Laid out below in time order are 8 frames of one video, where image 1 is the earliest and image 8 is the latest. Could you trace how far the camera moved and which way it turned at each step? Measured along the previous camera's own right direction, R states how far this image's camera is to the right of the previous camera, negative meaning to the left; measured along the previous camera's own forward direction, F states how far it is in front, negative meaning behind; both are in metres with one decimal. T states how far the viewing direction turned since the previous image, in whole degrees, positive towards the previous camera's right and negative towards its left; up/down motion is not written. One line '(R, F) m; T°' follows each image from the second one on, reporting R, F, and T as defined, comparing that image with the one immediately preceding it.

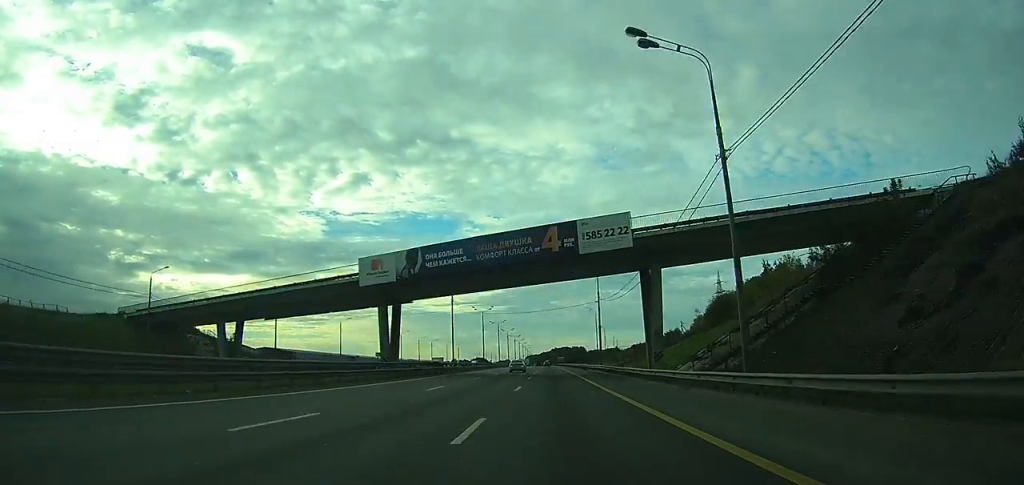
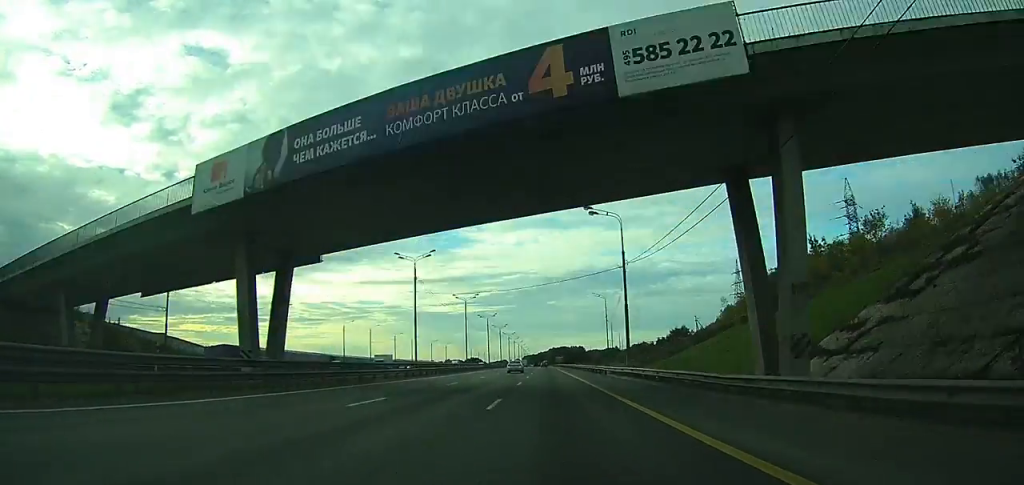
(+0.1, +28.9) m; 0°
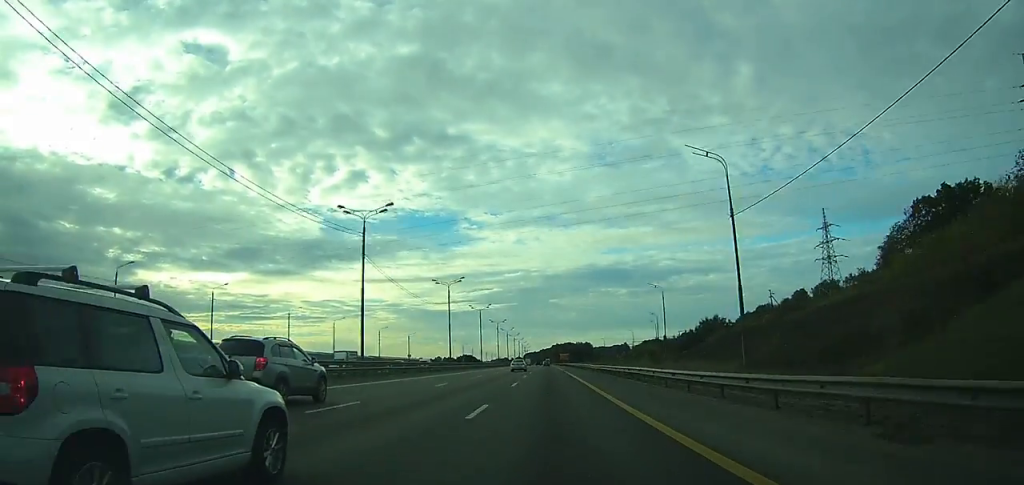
(0.0, +74.1) m; 0°
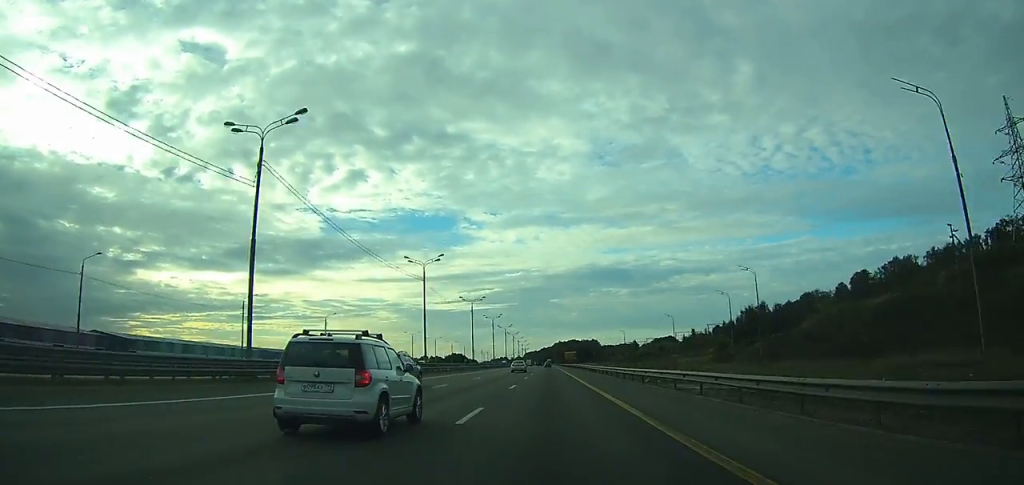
(0.0, +65.7) m; 0°
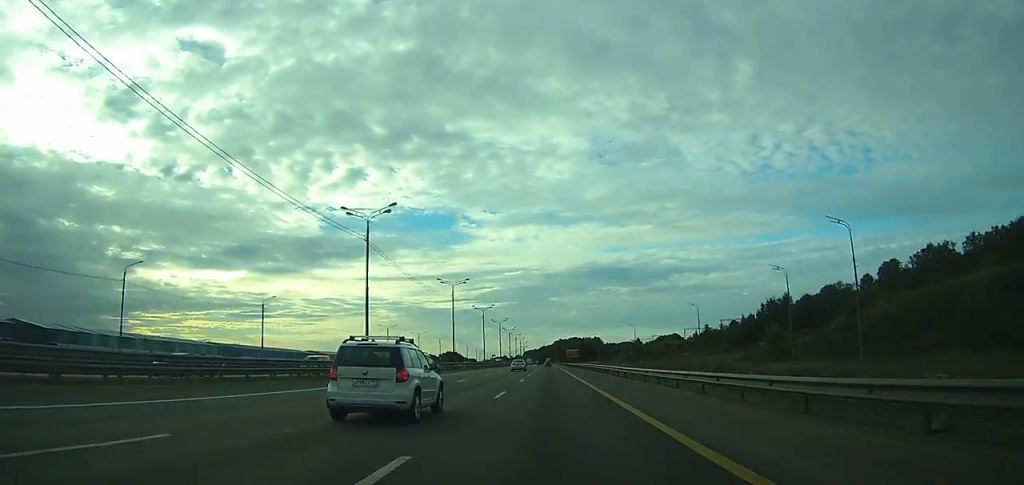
(0.0, +23.0) m; 0°
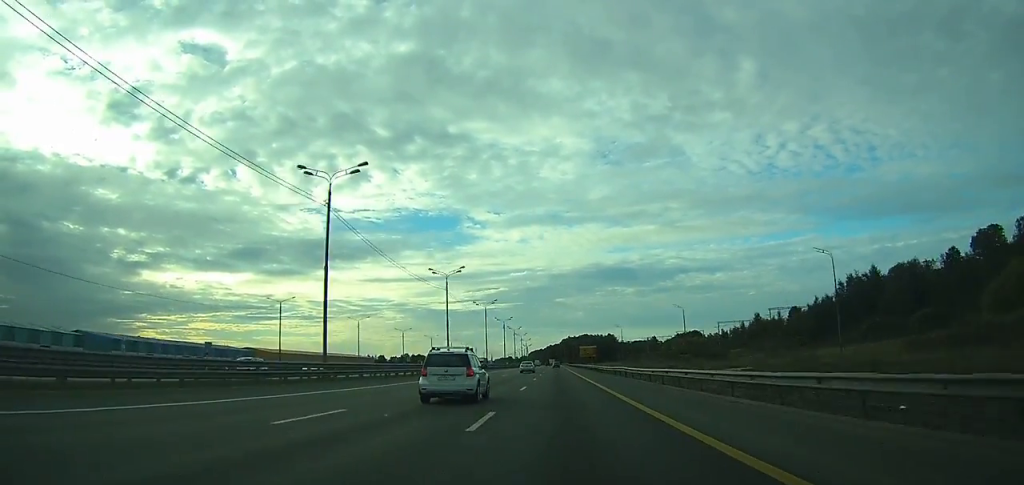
(-0.1, +51.7) m; 0°
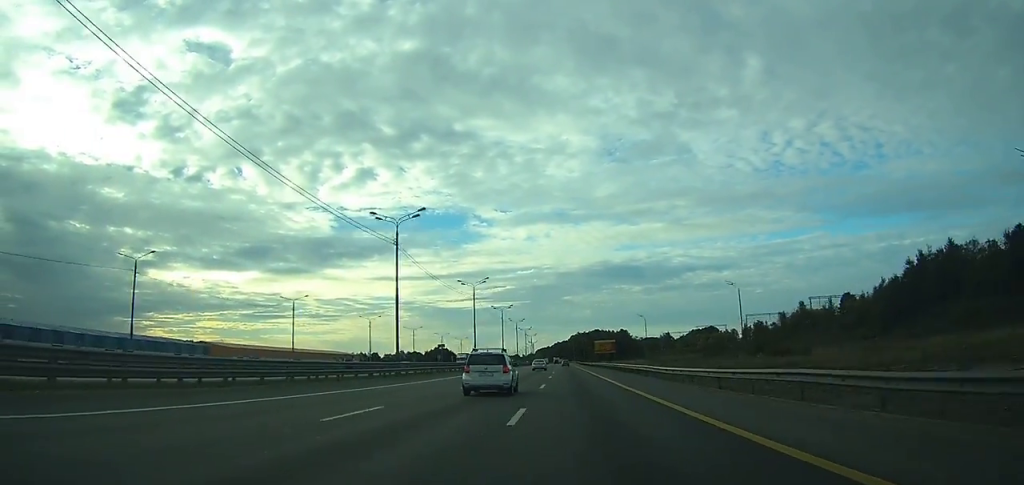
(-0.1, +29.6) m; -1°
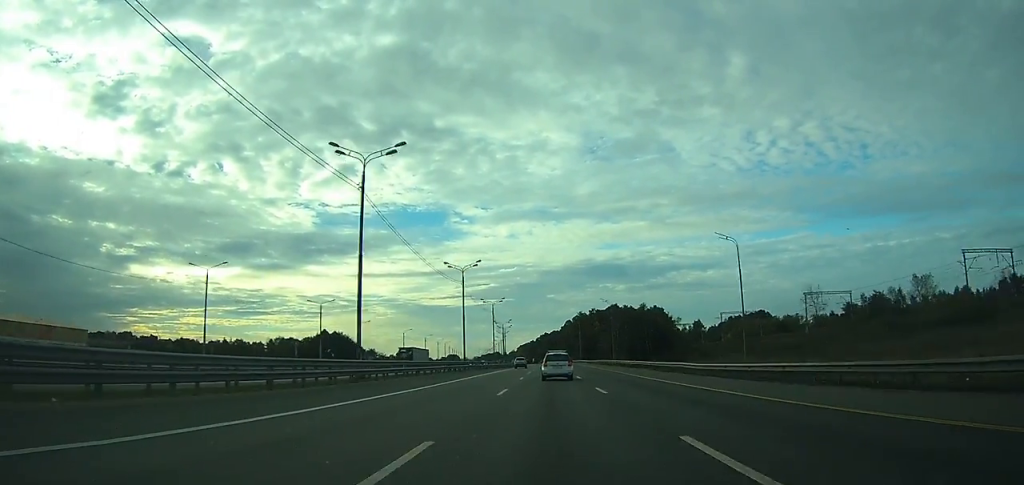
(-1.0, +143.7) m; 0°
